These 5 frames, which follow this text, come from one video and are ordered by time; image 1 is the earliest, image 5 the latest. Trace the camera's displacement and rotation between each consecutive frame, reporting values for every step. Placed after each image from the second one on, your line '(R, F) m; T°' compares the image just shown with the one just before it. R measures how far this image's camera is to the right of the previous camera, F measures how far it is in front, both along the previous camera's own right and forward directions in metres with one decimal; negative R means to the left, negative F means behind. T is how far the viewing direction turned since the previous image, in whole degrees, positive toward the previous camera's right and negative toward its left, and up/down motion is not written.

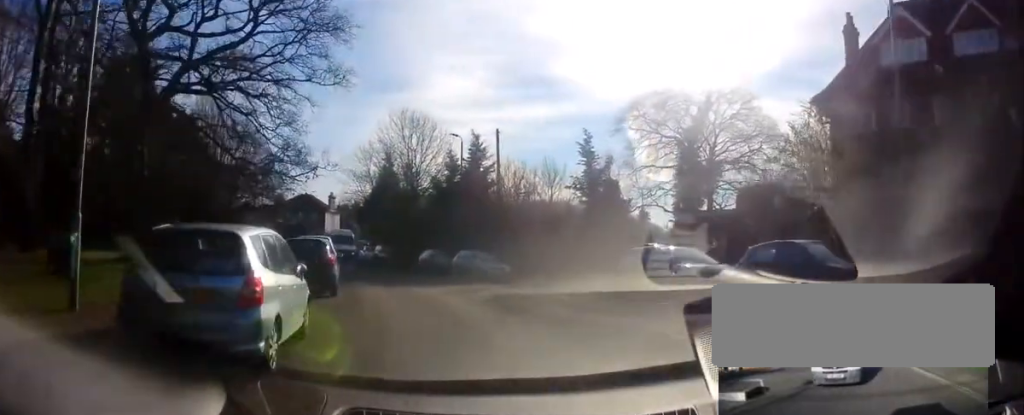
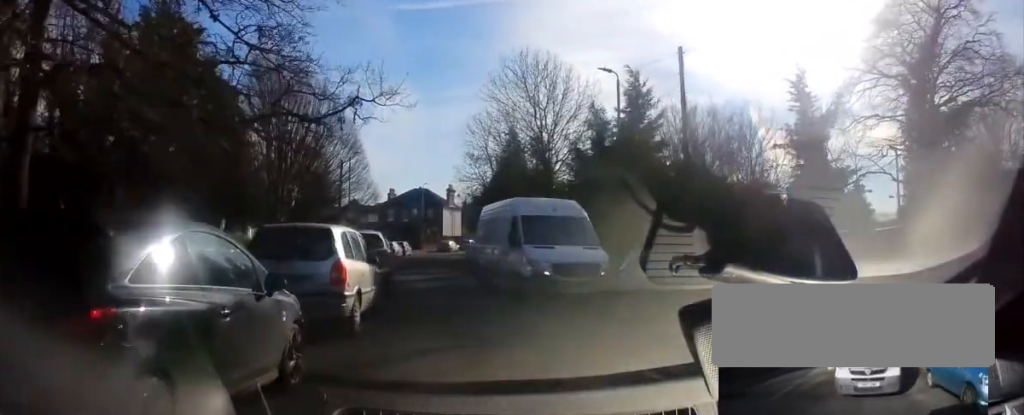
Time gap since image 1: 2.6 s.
(-0.7, +14.0) m; -8°
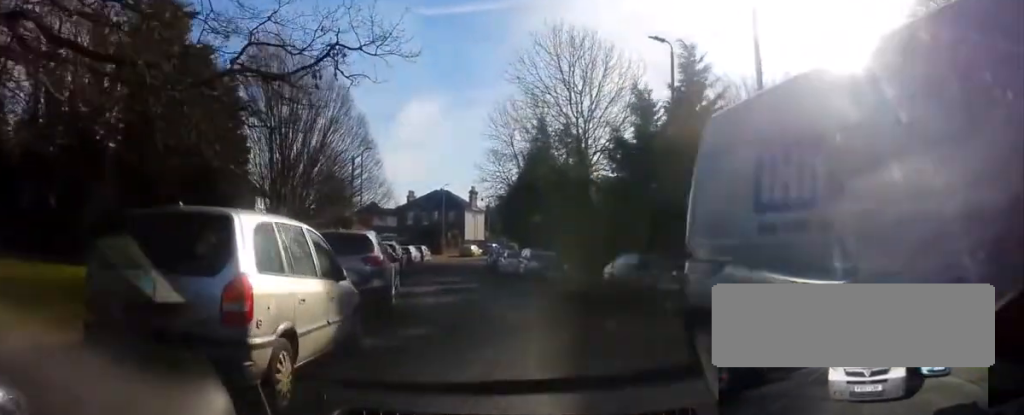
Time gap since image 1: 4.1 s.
(-0.4, +4.8) m; -3°
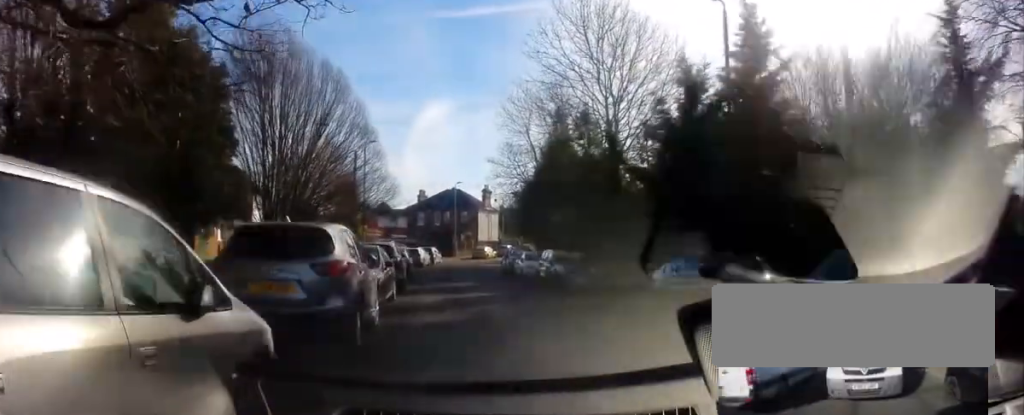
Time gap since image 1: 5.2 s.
(+0.2, +3.4) m; 0°
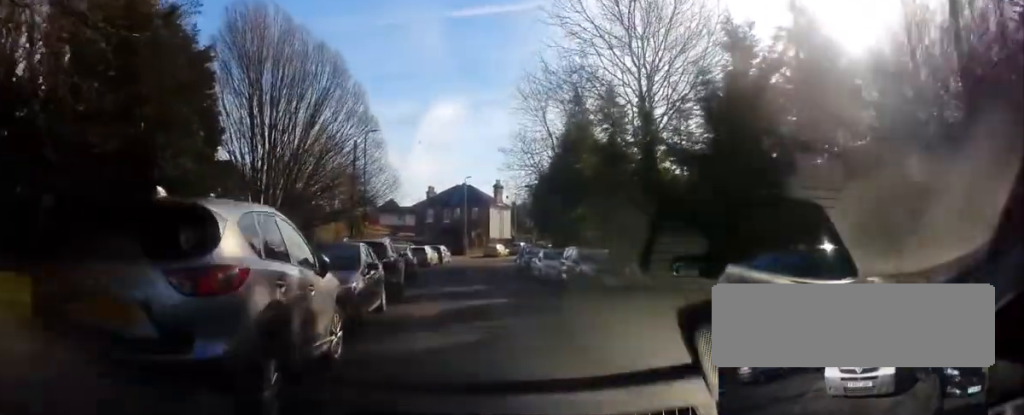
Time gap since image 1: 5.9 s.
(-0.1, +2.9) m; -6°
